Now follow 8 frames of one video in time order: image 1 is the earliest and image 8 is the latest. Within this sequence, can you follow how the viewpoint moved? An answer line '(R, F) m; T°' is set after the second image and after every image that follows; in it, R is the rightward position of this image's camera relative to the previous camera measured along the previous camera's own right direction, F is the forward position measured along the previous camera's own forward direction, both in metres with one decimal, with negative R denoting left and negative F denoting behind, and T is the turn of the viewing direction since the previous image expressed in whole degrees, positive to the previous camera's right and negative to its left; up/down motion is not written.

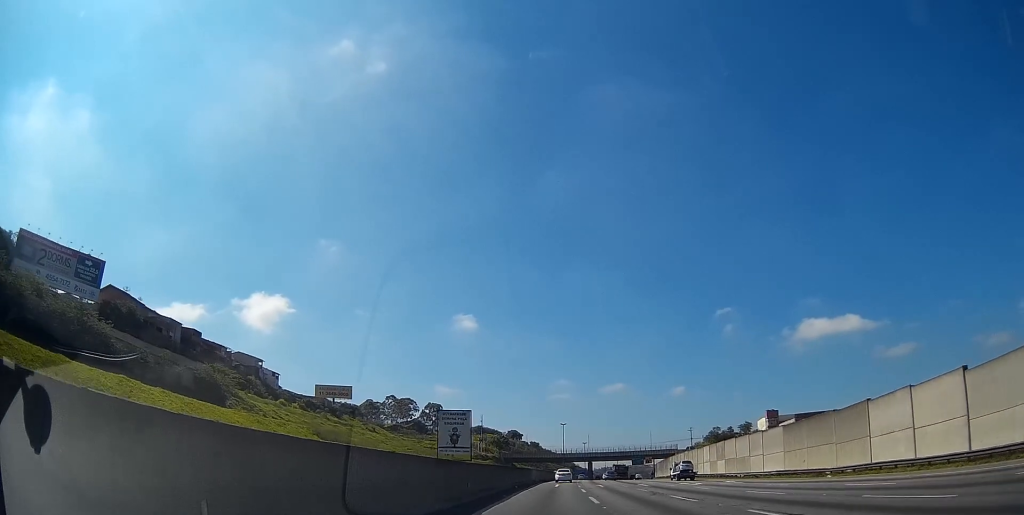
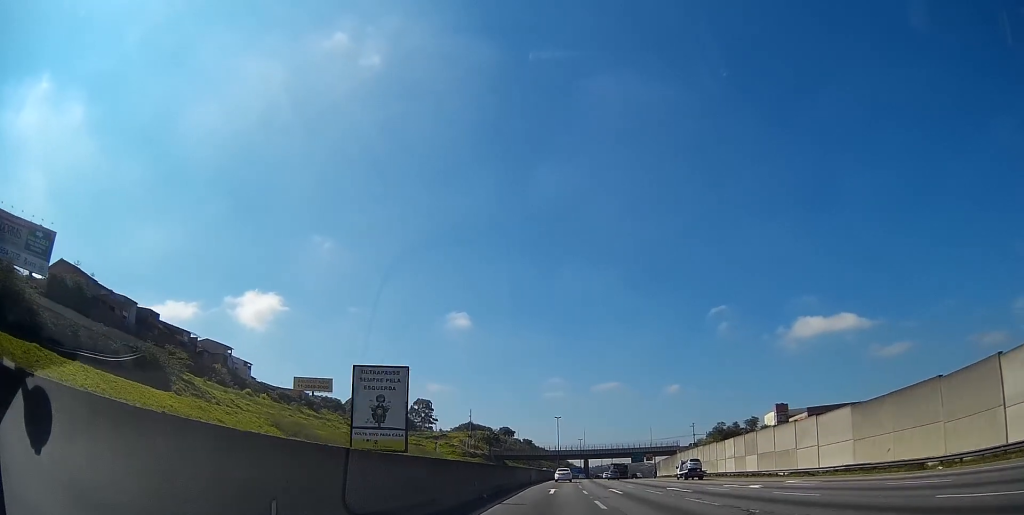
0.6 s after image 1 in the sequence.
(+0.1, +17.8) m; 0°
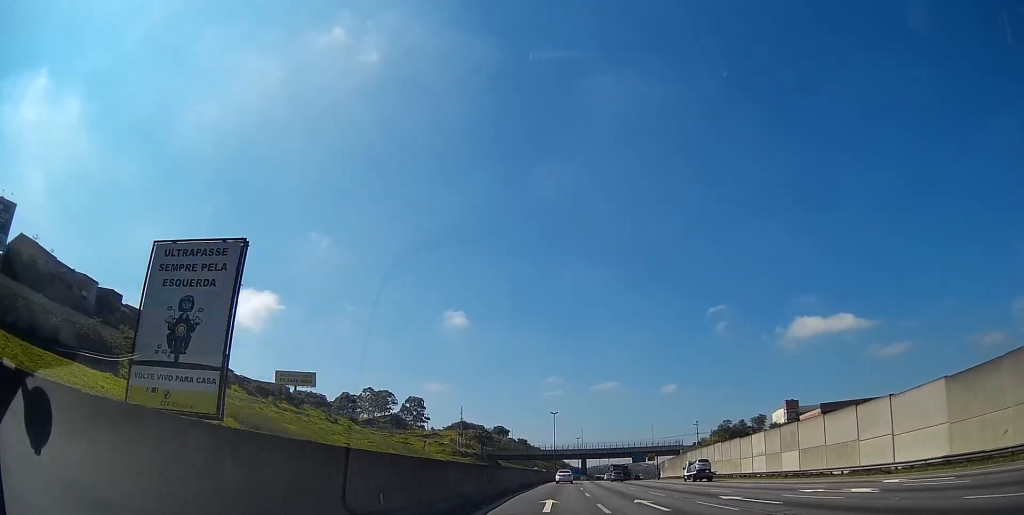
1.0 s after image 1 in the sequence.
(0.0, +14.4) m; 0°
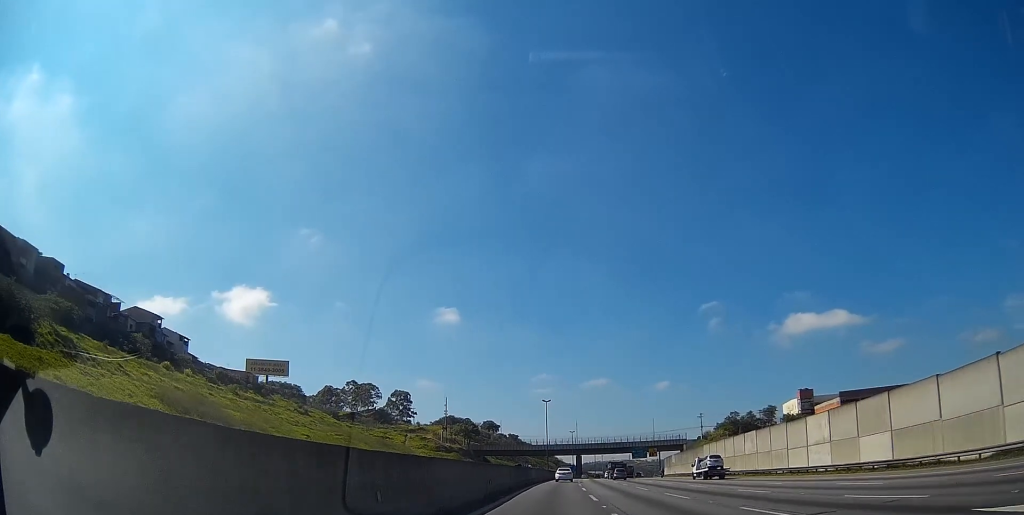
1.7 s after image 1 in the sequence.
(0.0, +17.3) m; 0°
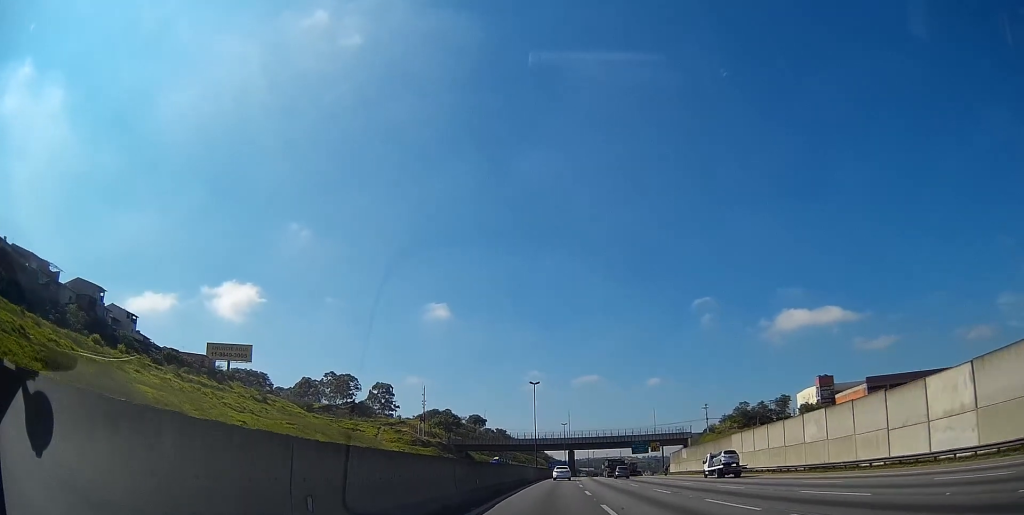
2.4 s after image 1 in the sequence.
(+0.1, +20.1) m; +1°
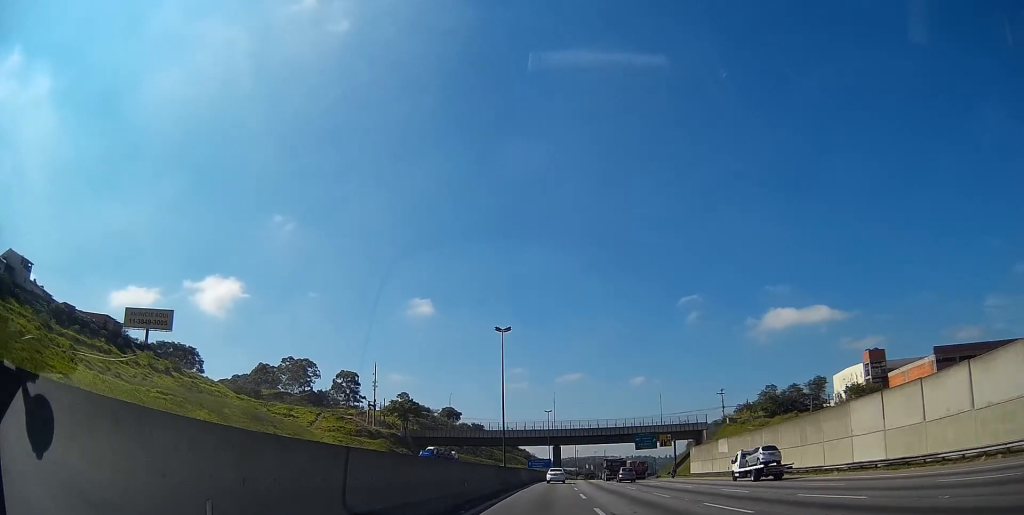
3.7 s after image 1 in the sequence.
(+0.7, +37.7) m; +2°
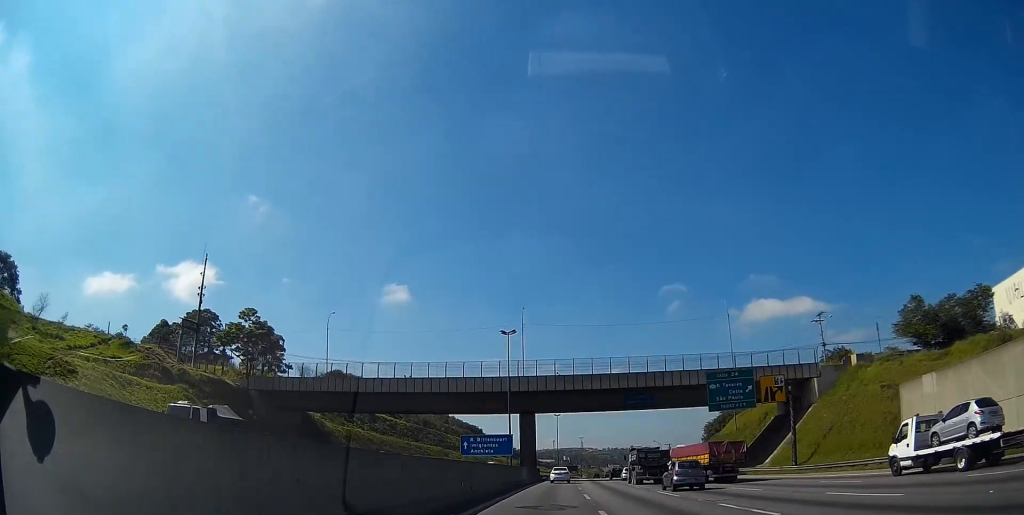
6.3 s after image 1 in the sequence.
(+2.1, +80.9) m; +3°
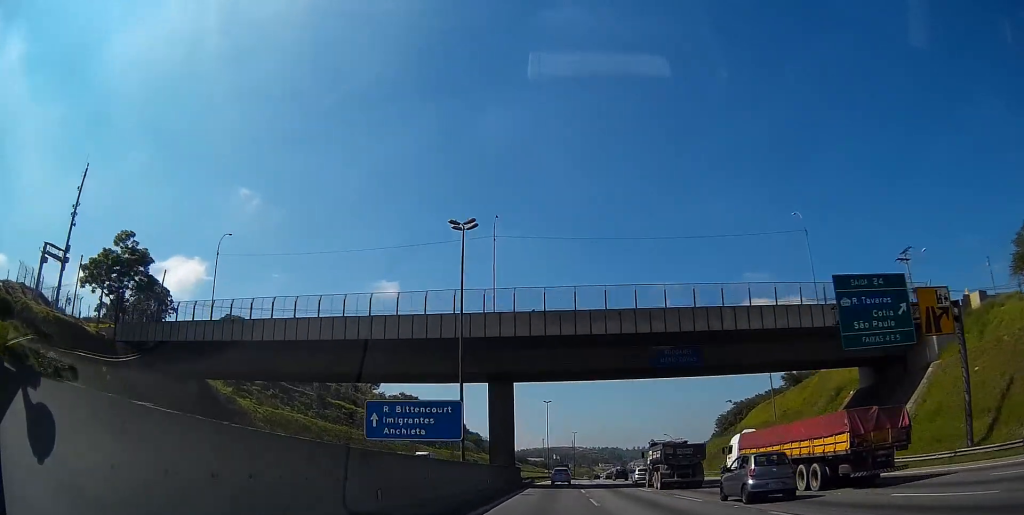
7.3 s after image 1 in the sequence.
(+0.2, +28.7) m; +1°
